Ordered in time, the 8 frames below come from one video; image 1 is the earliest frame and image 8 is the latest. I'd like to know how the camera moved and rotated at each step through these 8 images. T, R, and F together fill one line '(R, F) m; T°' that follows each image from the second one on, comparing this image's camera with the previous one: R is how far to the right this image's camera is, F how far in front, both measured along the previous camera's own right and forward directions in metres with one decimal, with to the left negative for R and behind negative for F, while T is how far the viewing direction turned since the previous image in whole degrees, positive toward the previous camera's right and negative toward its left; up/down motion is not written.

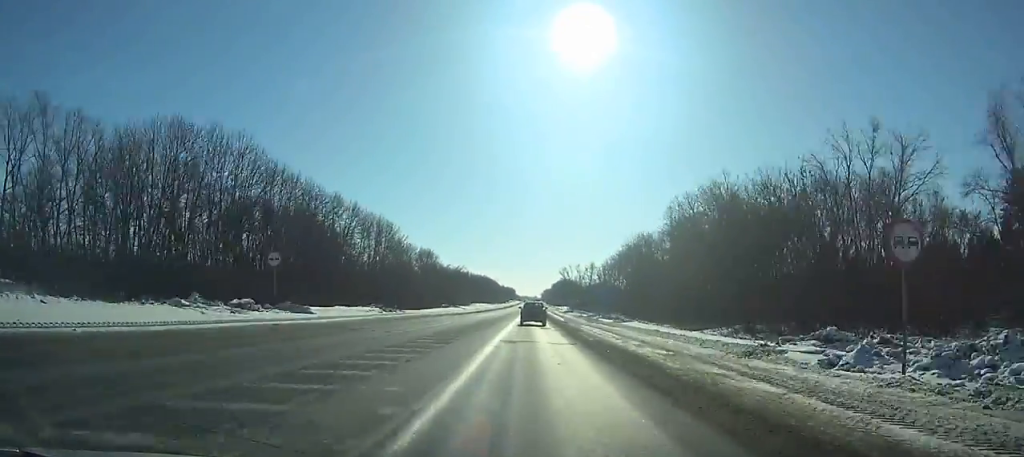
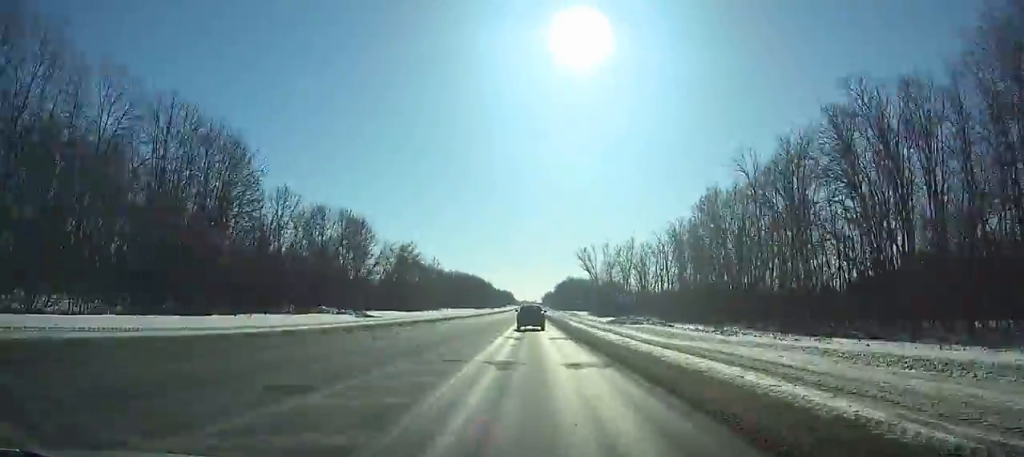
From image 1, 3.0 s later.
(+0.3, +72.3) m; 0°
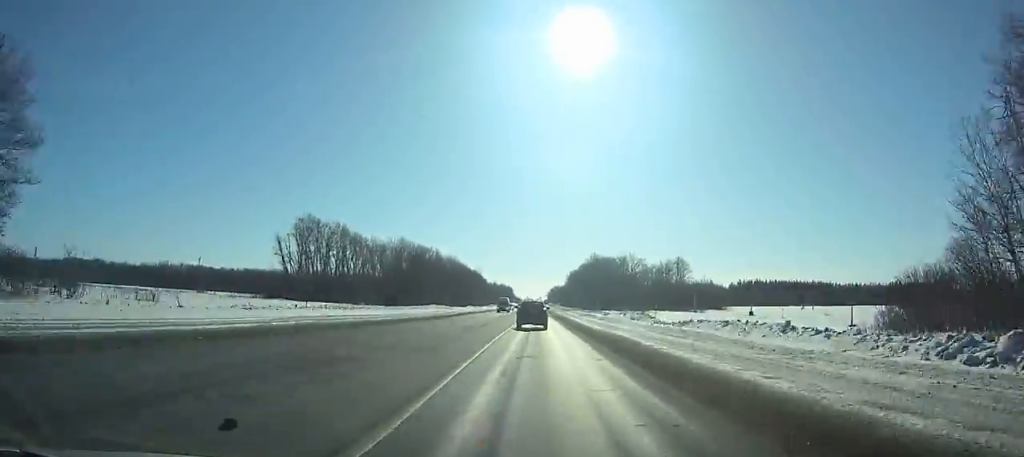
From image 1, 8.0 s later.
(+0.5, +119.1) m; 0°
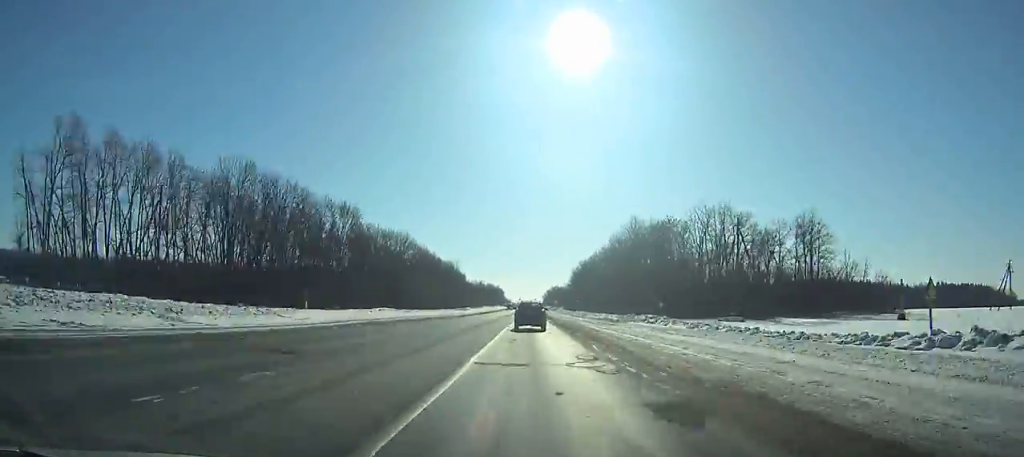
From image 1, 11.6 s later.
(-0.1, +85.1) m; 0°
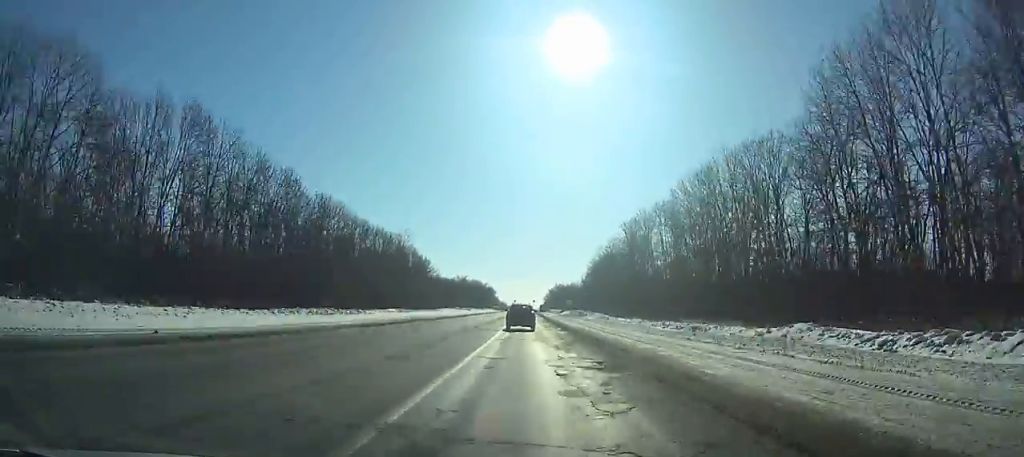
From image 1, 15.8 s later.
(+0.4, +99.1) m; 0°
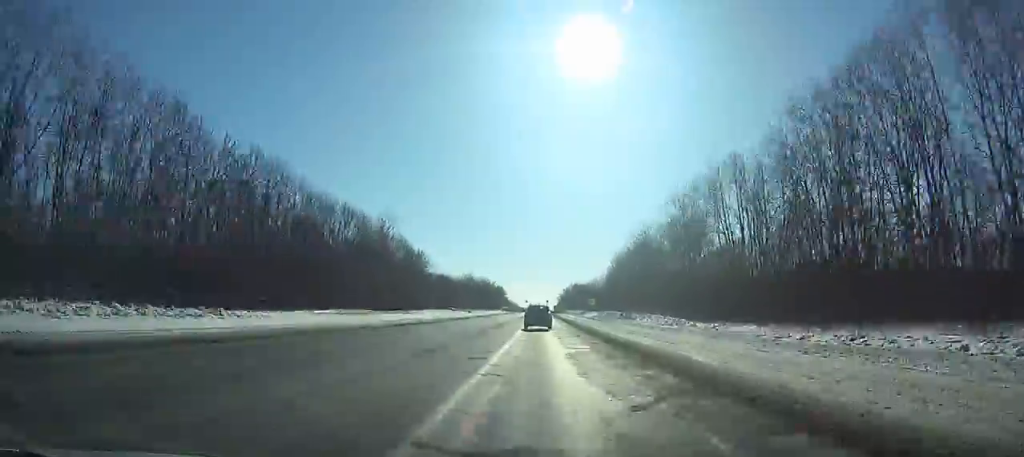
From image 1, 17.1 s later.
(-0.1, +30.9) m; 0°
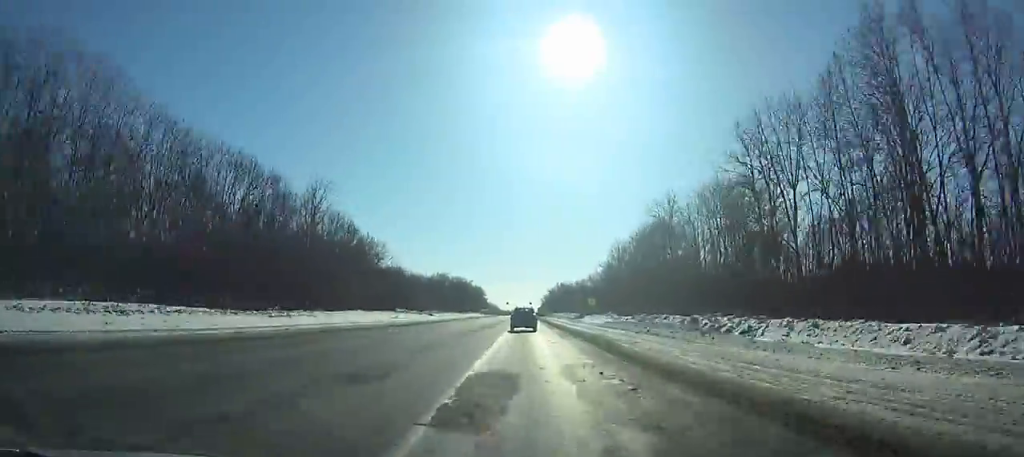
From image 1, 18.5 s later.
(-0.1, +33.3) m; 0°
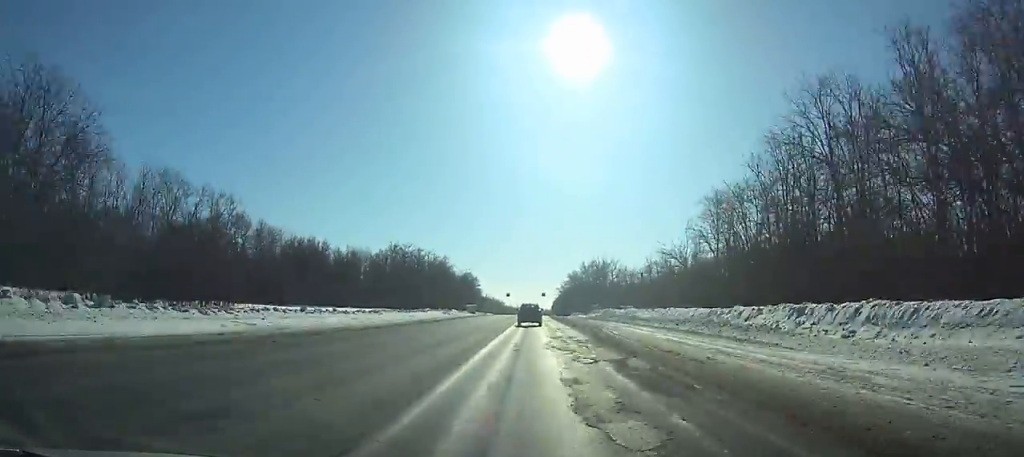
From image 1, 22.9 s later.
(-0.1, +106.4) m; 0°
